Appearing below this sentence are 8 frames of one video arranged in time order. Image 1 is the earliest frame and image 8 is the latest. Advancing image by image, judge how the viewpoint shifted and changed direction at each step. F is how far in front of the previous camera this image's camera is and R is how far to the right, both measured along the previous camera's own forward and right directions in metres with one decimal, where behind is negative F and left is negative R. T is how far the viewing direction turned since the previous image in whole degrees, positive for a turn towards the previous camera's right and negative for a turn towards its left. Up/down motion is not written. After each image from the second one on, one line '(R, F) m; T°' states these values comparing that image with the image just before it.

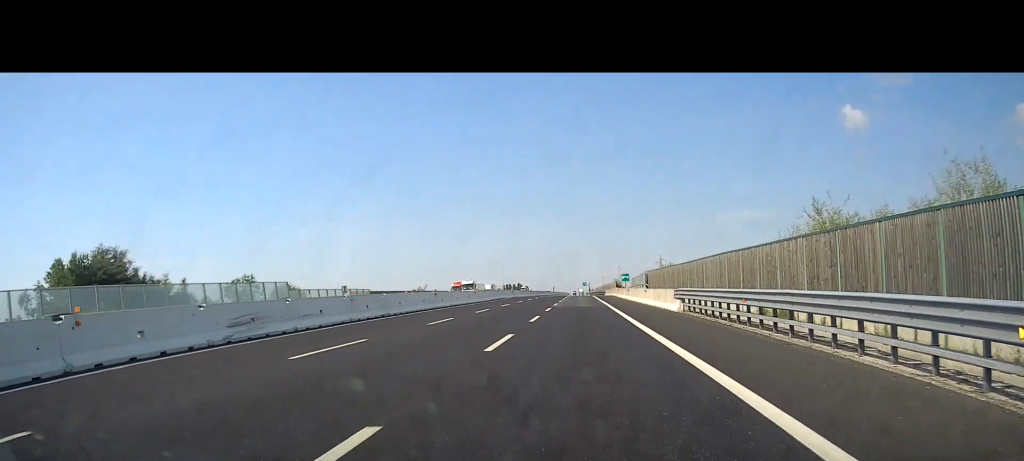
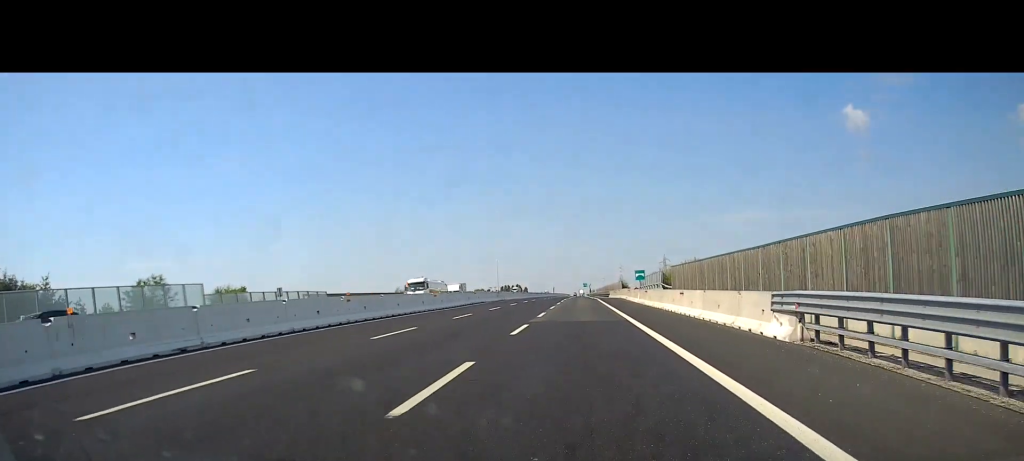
(+0.2, +18.4) m; 0°
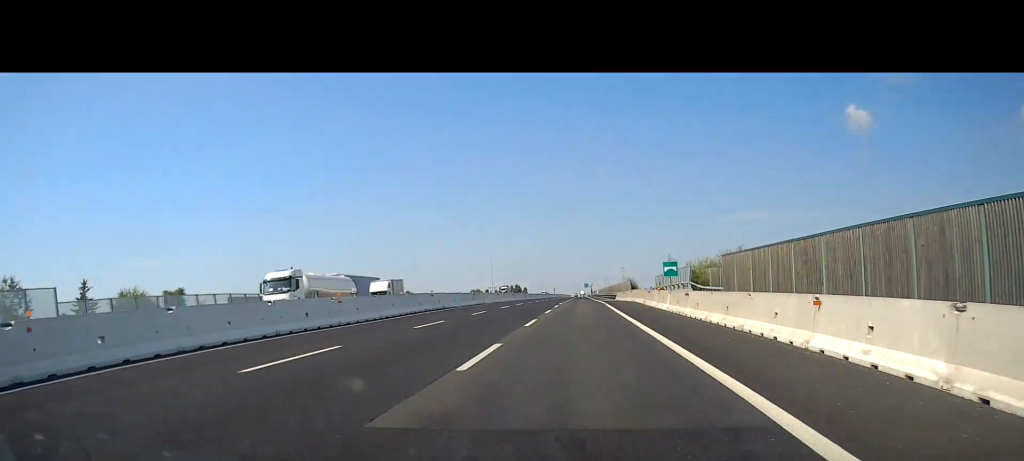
(-0.3, +19.3) m; 0°
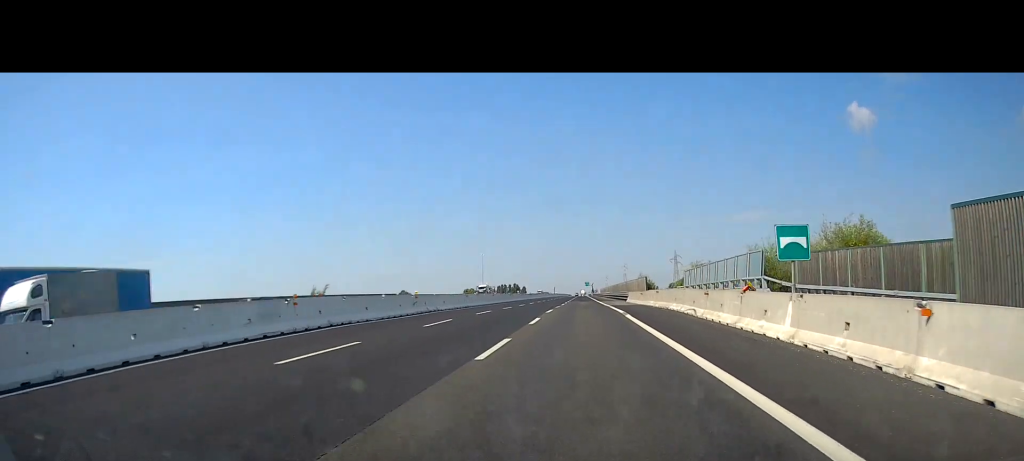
(+0.2, +22.8) m; 0°
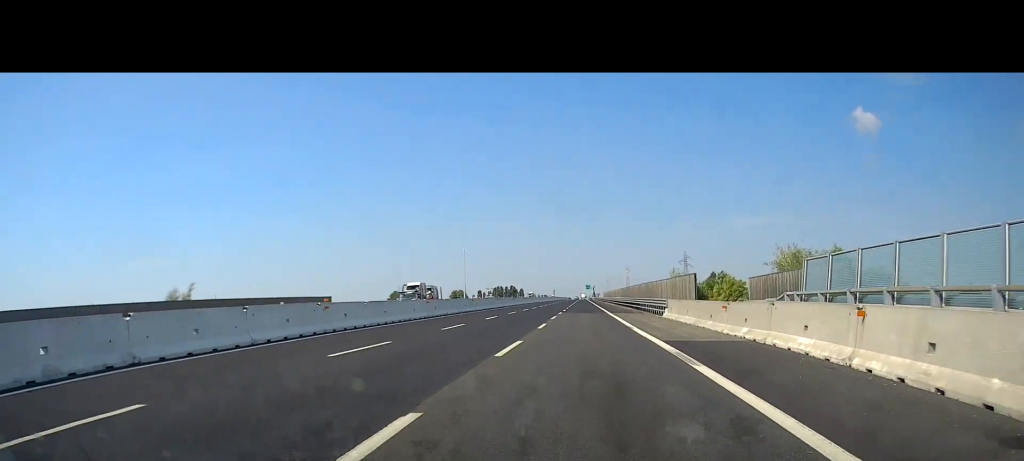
(-0.2, +33.5) m; 0°
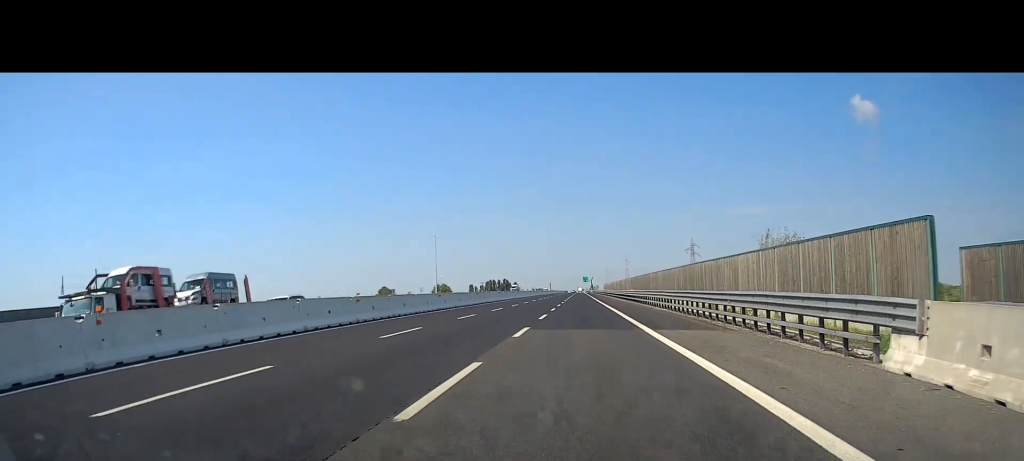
(+0.3, +31.8) m; 0°
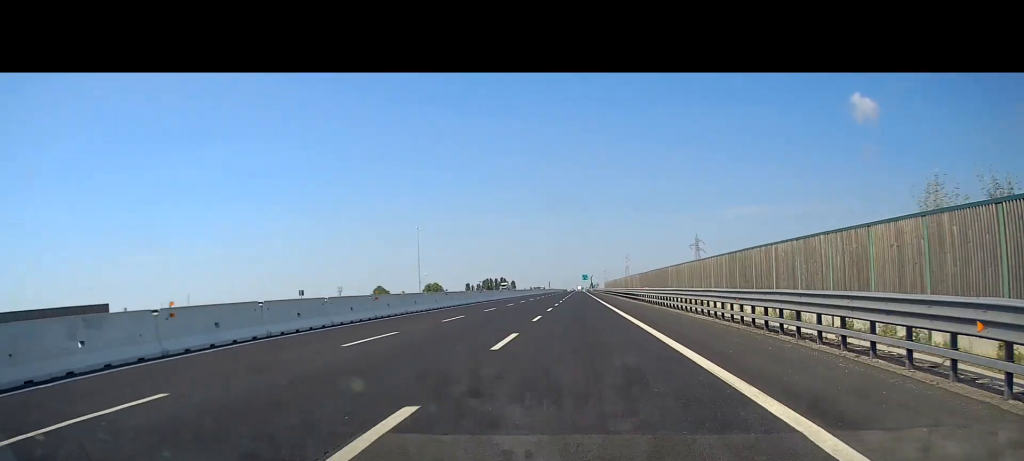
(-0.2, +15.1) m; 0°
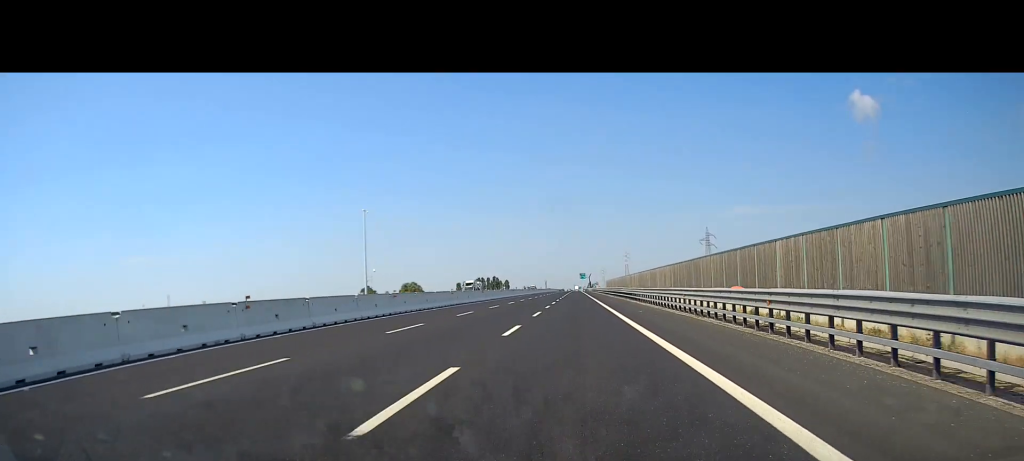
(0.0, +31.1) m; +1°
